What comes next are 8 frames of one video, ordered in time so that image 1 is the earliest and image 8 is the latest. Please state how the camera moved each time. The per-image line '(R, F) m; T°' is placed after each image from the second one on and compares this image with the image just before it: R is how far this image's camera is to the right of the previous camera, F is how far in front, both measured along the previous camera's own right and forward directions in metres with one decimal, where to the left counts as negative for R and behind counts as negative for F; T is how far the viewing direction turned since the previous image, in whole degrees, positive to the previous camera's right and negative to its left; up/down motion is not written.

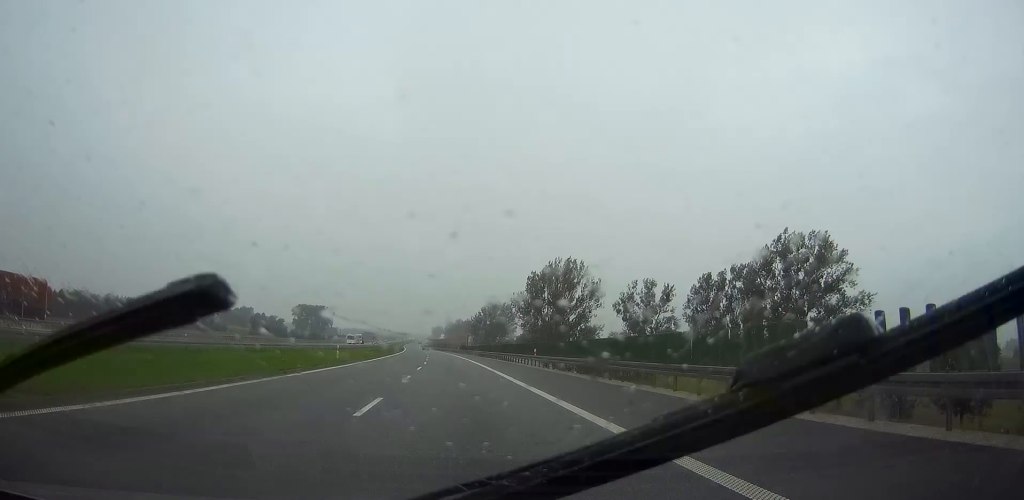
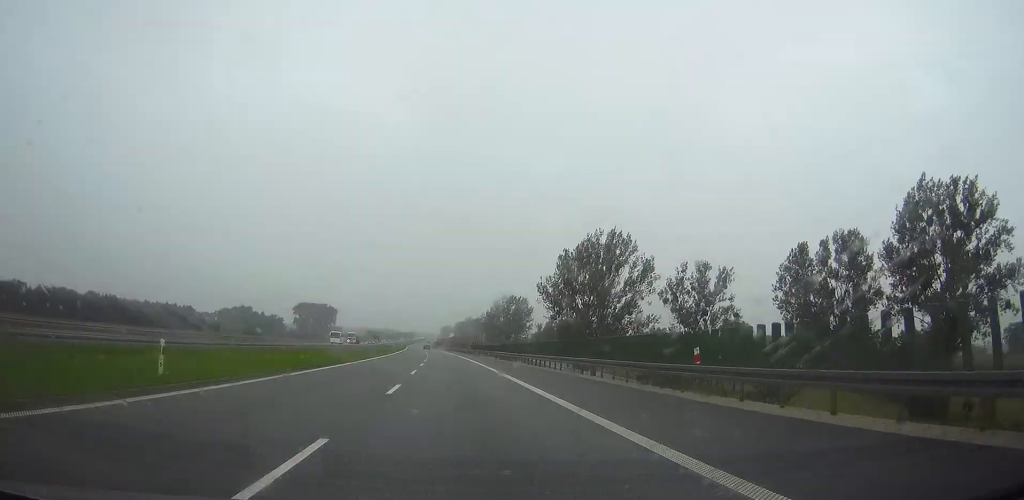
(-0.1, +30.2) m; 0°
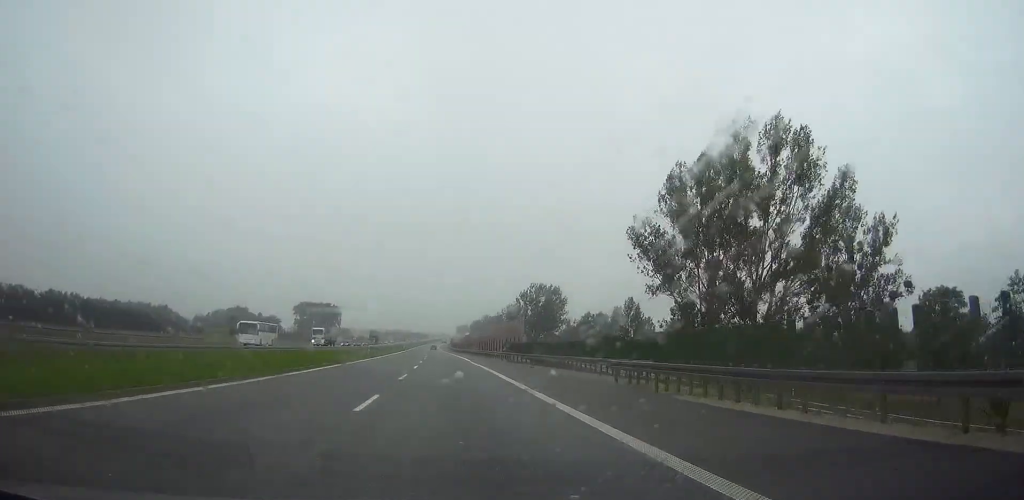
(0.0, +50.3) m; 0°
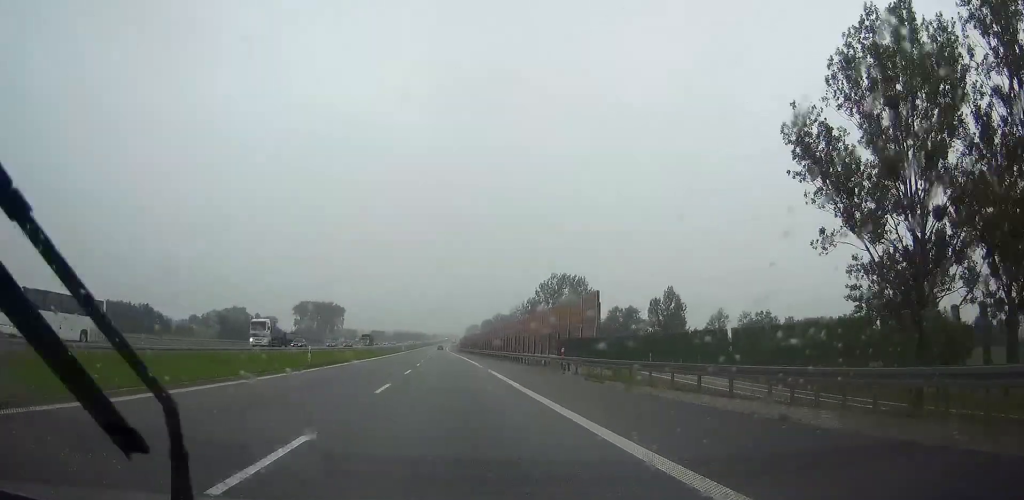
(0.0, +30.0) m; 0°
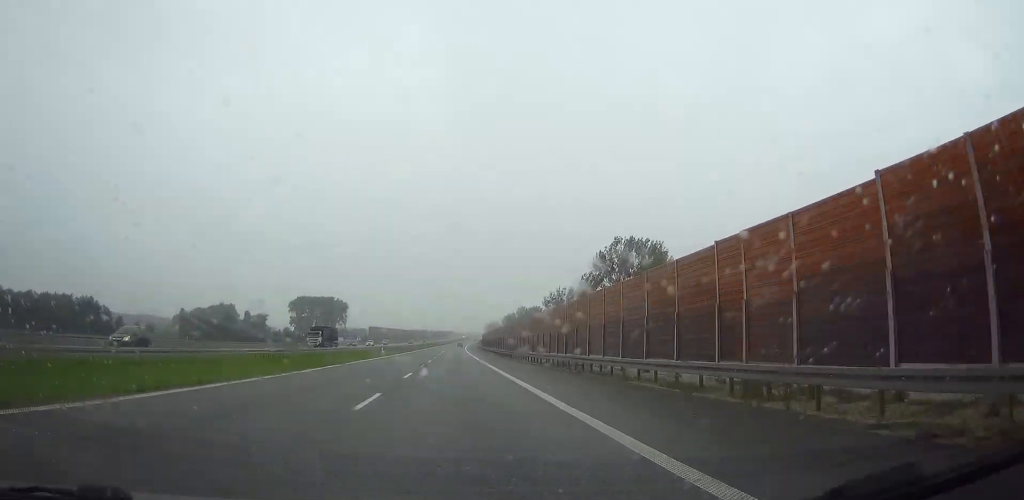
(0.0, +62.9) m; 0°
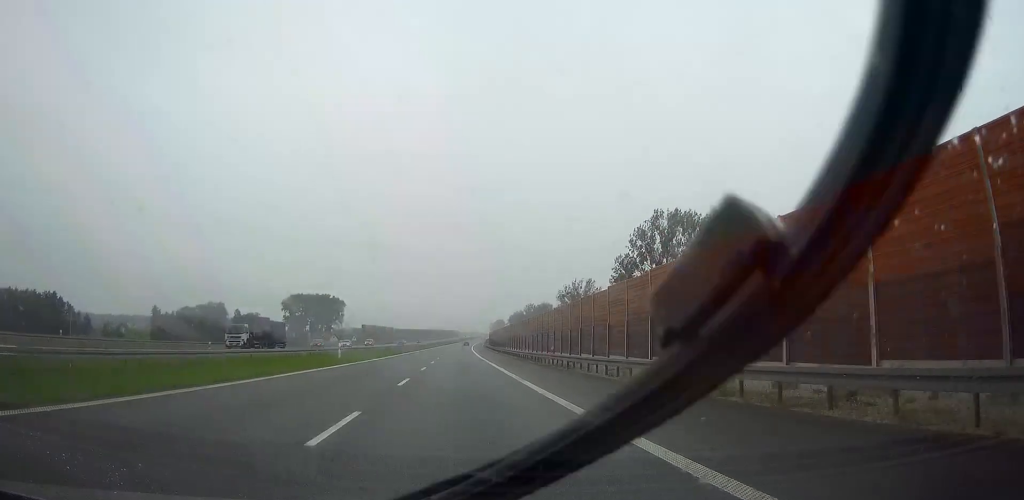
(0.0, +28.3) m; 0°
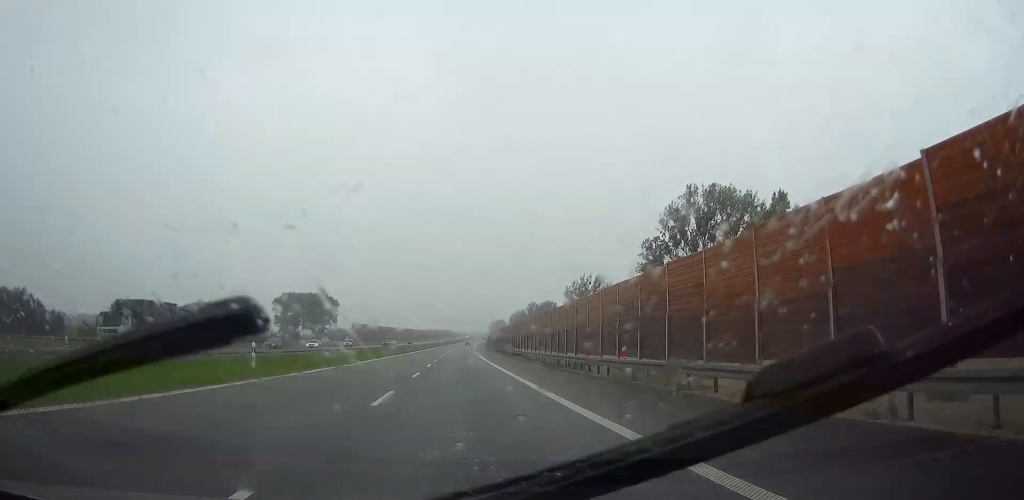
(0.0, +18.7) m; 0°
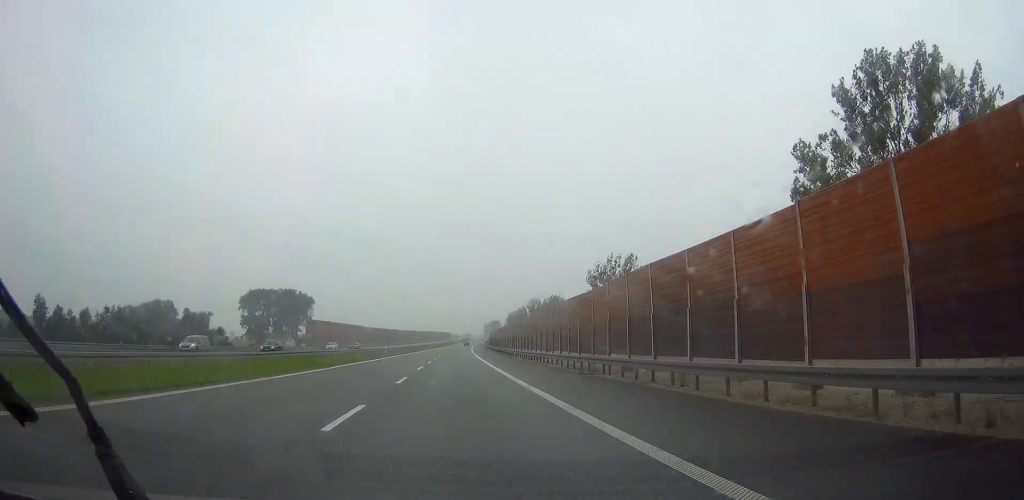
(-0.5, +53.4) m; -1°
